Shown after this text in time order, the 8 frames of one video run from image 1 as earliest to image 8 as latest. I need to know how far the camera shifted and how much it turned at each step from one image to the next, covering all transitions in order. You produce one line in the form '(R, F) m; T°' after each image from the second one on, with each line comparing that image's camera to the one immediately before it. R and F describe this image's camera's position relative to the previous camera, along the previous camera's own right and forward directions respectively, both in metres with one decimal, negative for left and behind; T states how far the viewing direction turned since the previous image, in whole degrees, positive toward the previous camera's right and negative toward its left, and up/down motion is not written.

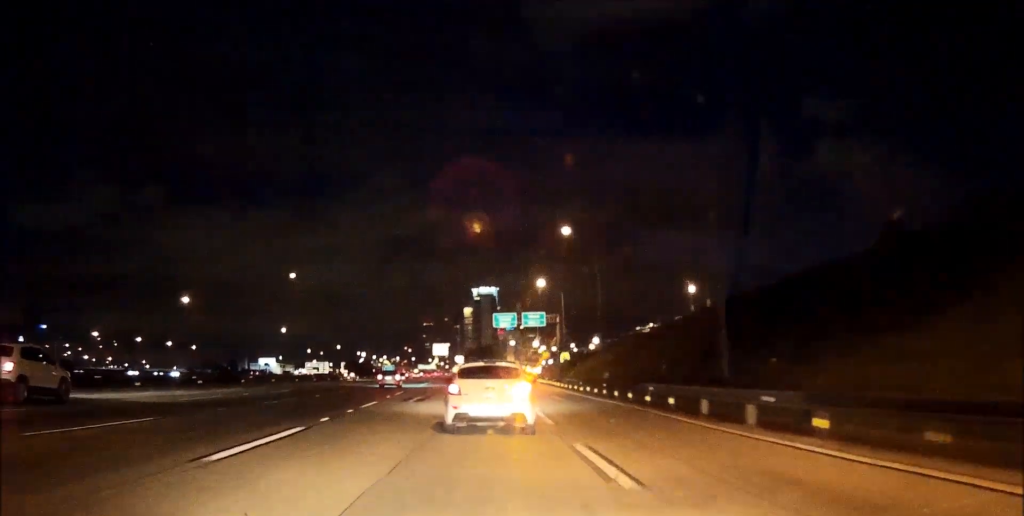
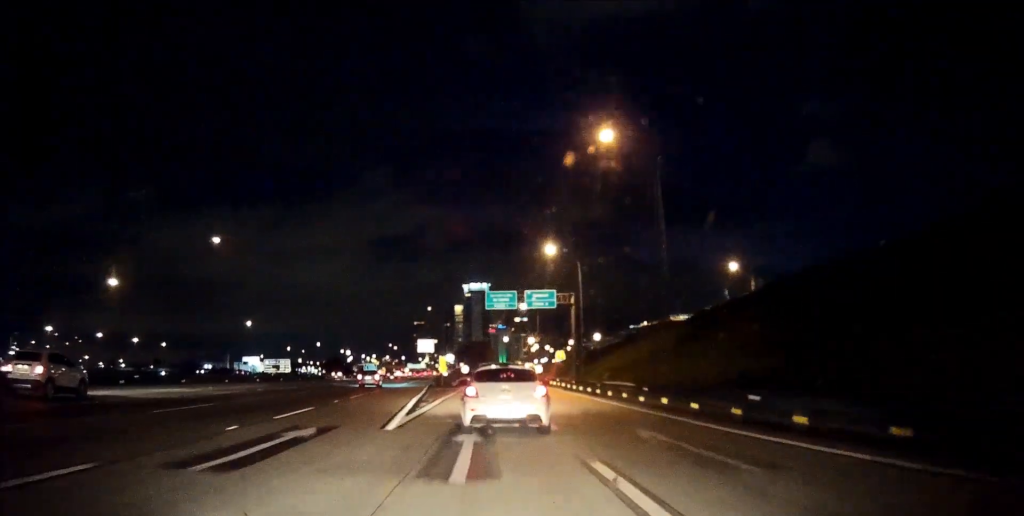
(+0.2, +22.8) m; +1°
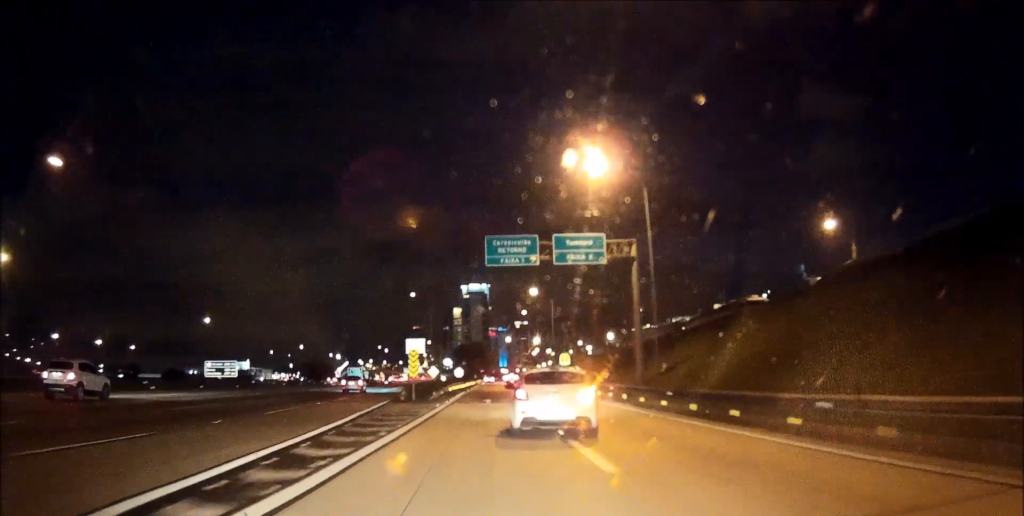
(+0.1, +26.9) m; 0°
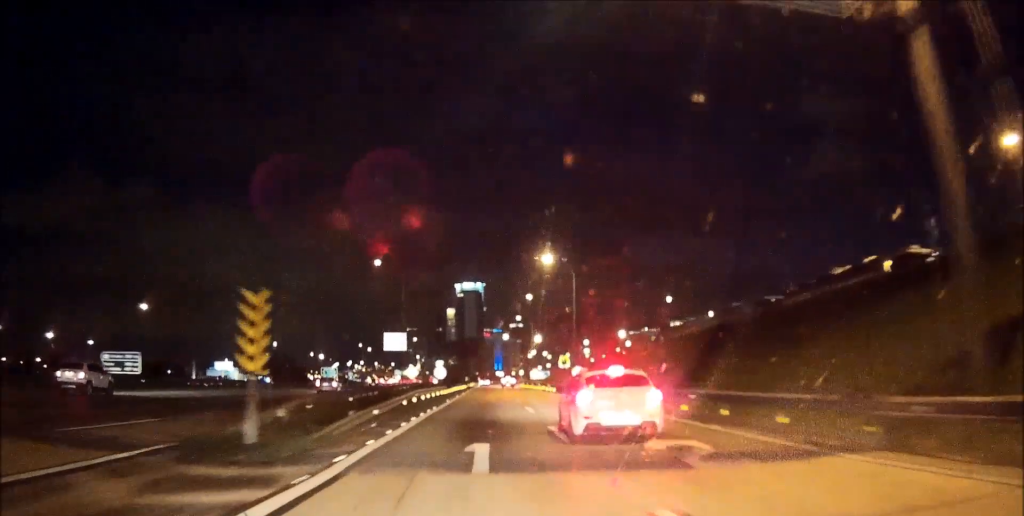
(0.0, +27.2) m; 0°
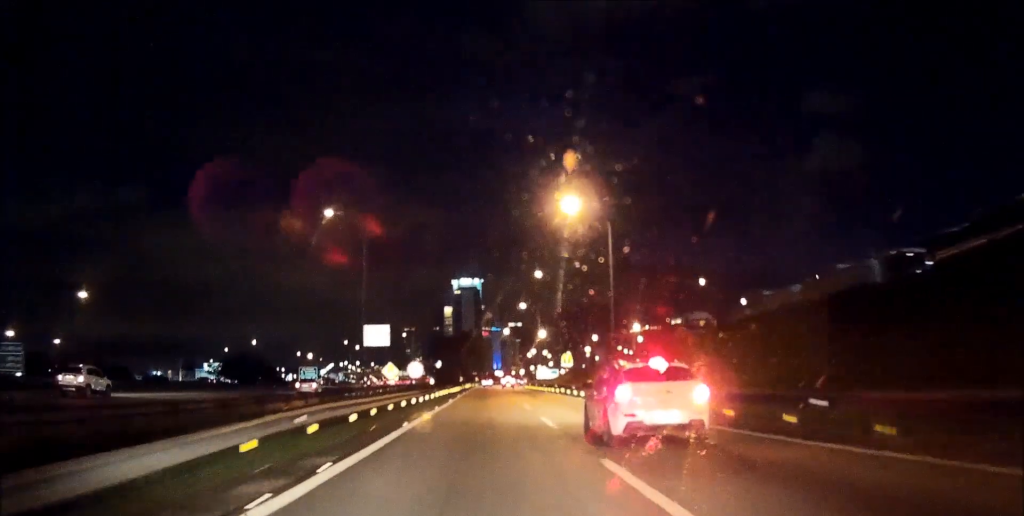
(0.0, +19.5) m; 0°
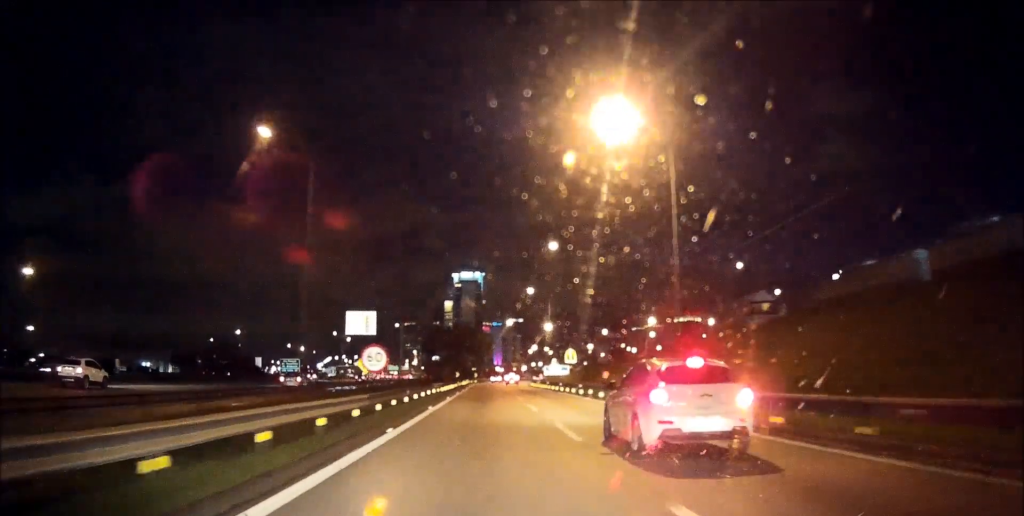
(0.0, +15.2) m; 0°
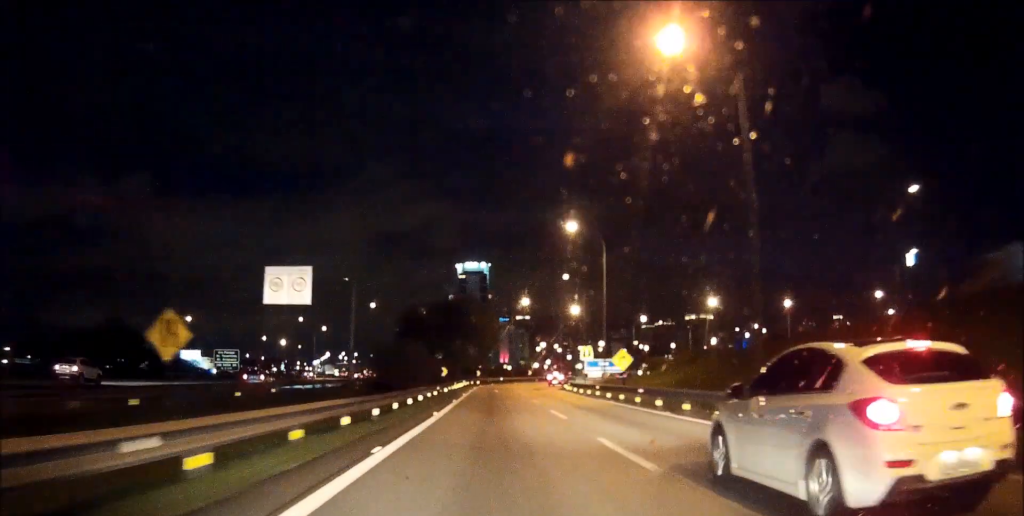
(0.0, +39.0) m; 0°
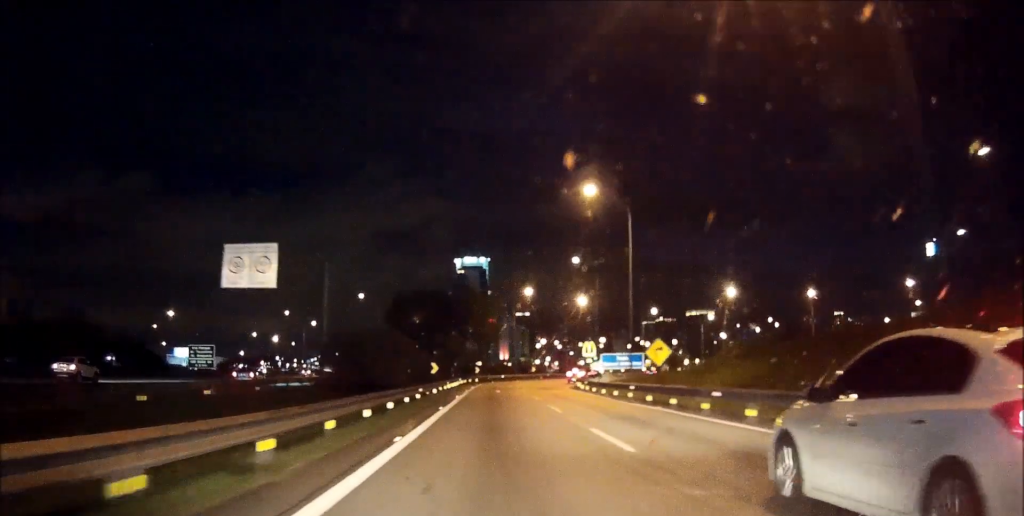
(0.0, +9.9) m; 0°
